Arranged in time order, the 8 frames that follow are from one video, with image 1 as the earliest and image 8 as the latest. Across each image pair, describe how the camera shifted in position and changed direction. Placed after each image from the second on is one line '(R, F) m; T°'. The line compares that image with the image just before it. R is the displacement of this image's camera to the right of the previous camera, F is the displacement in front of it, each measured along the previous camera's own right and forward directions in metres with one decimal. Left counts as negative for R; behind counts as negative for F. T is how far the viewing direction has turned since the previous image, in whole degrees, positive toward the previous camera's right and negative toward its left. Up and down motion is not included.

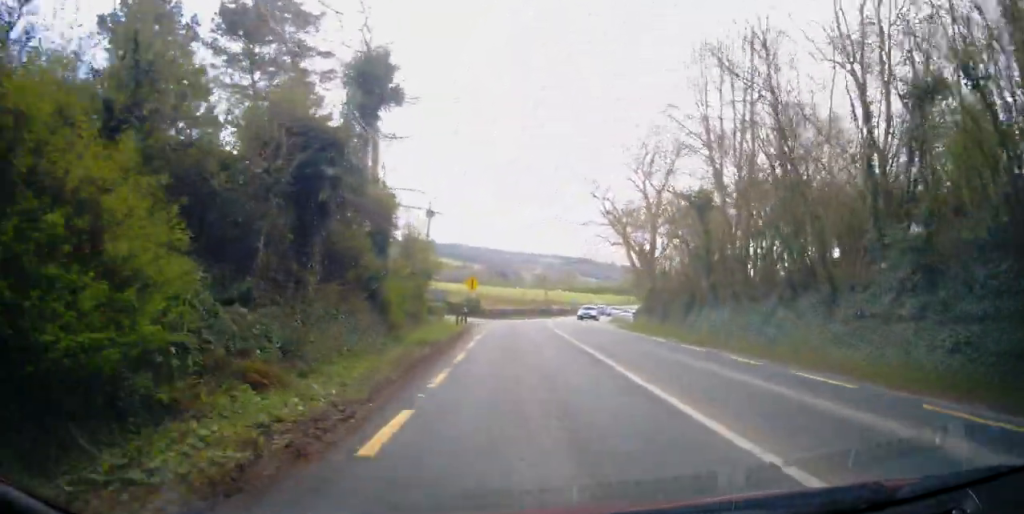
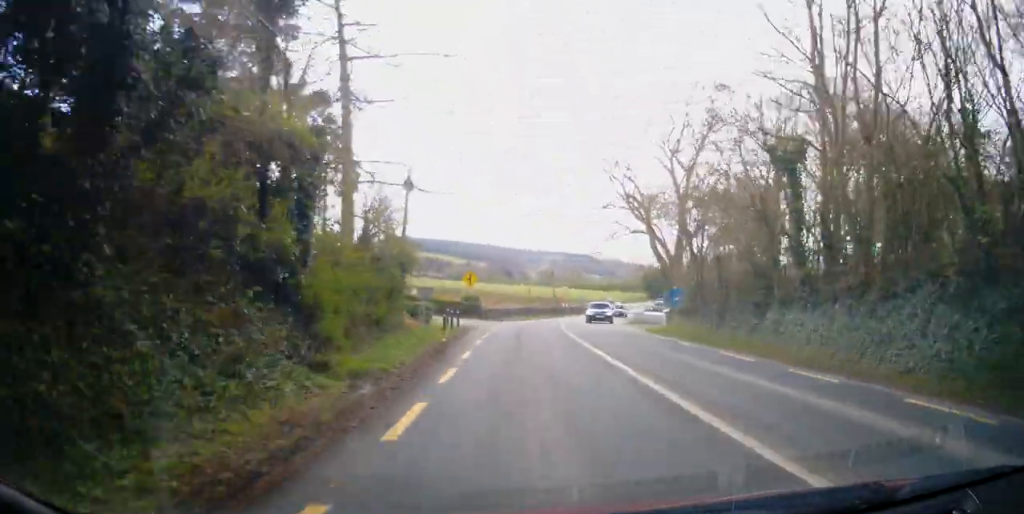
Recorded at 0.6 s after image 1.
(-0.3, +7.3) m; -2°
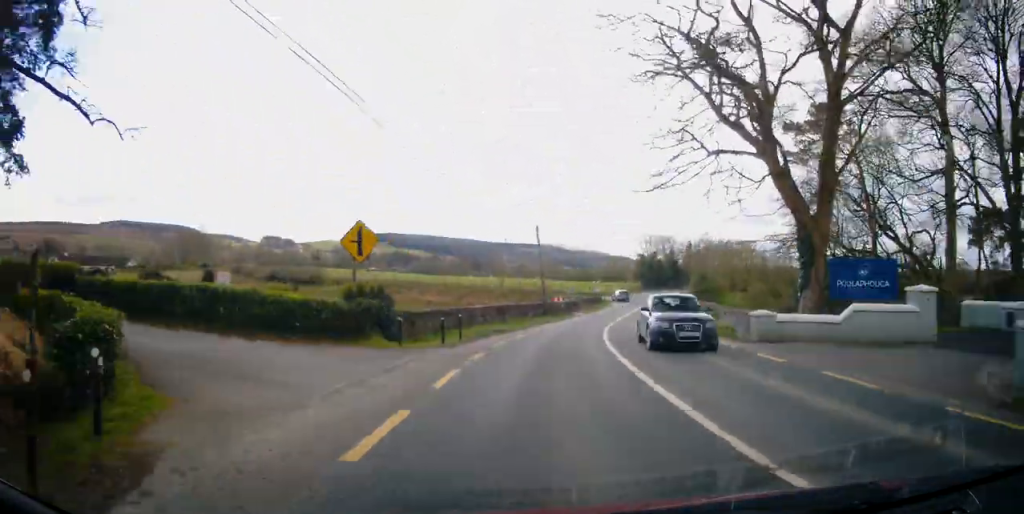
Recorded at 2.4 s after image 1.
(-0.2, +25.2) m; +1°
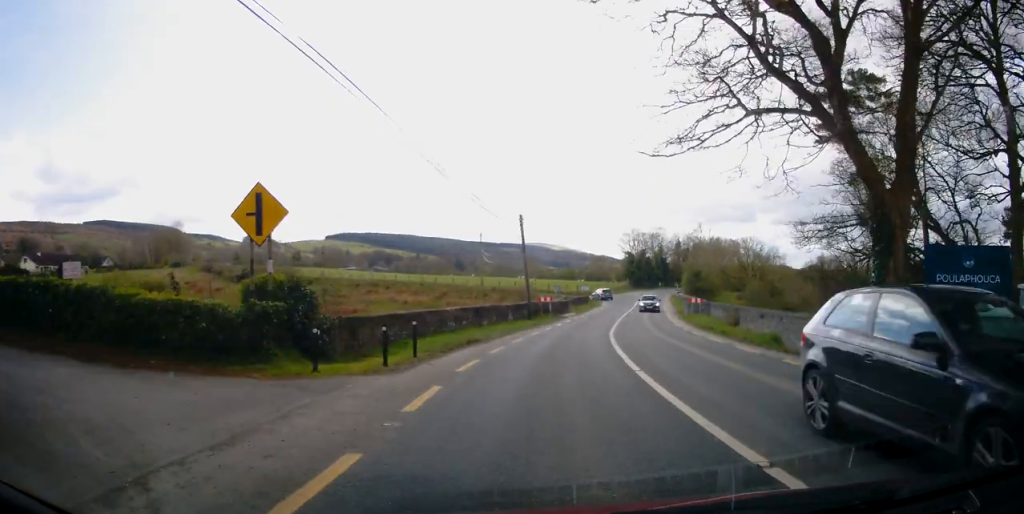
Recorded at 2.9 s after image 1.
(0.0, +6.0) m; +2°
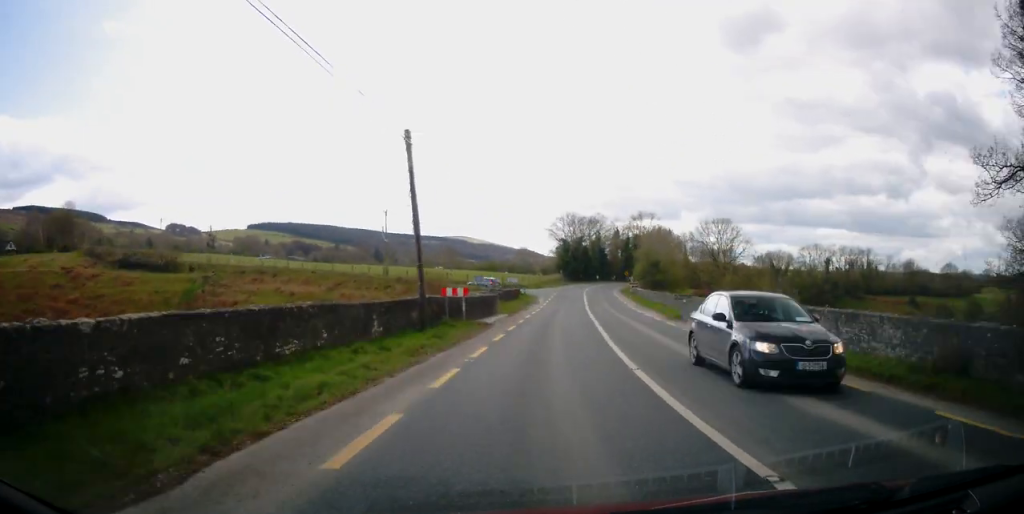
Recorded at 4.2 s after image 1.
(+1.3, +18.7) m; +7°
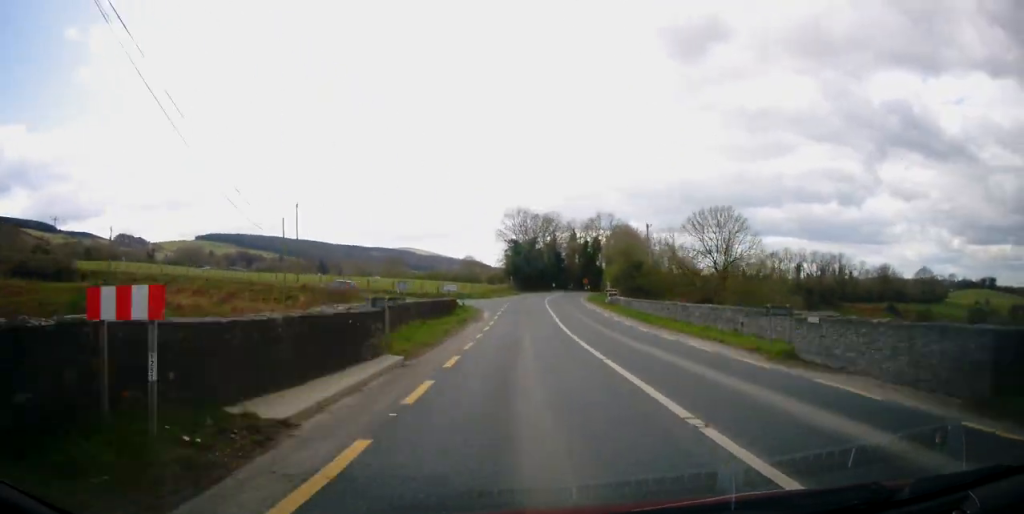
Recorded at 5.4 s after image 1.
(+0.7, +16.9) m; +4°
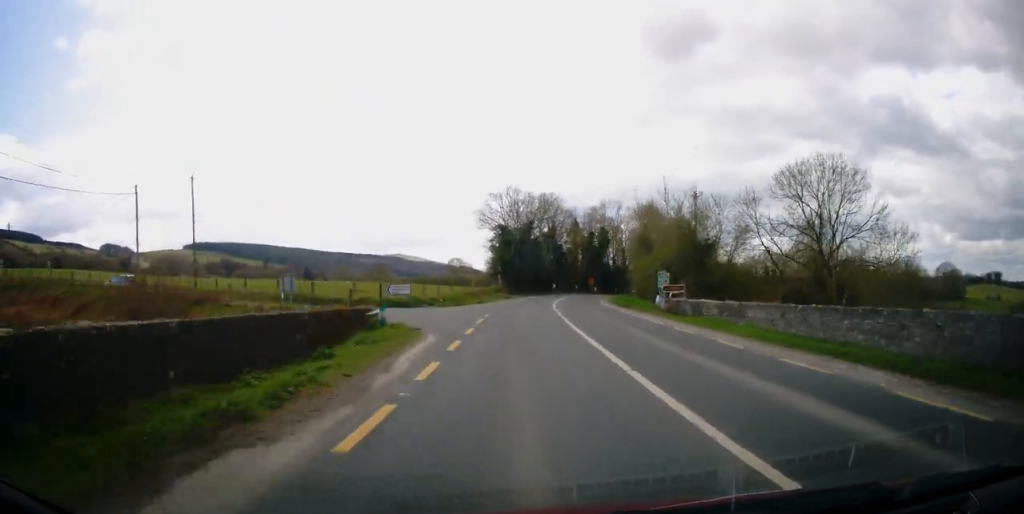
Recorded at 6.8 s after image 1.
(+1.1, +22.2) m; +5°
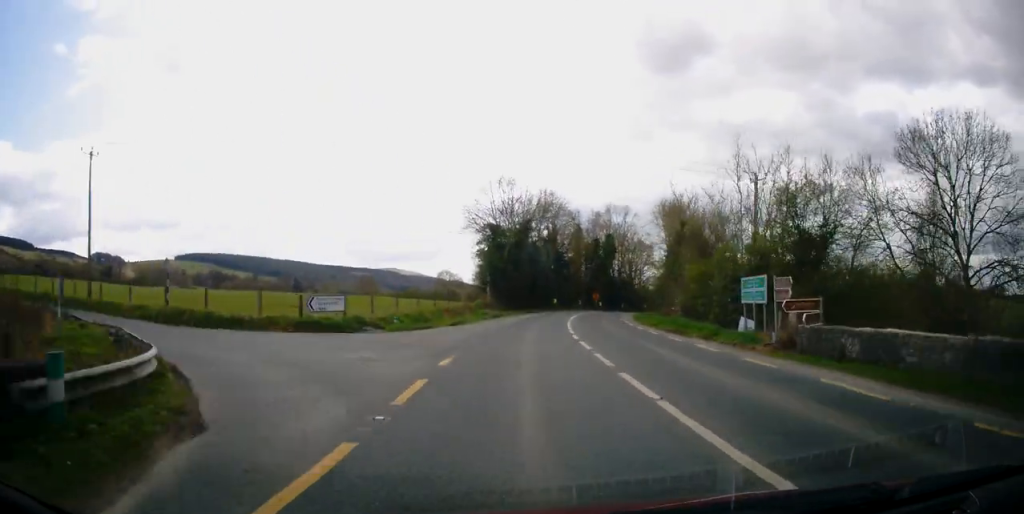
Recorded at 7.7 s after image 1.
(+0.2, +13.6) m; 0°
